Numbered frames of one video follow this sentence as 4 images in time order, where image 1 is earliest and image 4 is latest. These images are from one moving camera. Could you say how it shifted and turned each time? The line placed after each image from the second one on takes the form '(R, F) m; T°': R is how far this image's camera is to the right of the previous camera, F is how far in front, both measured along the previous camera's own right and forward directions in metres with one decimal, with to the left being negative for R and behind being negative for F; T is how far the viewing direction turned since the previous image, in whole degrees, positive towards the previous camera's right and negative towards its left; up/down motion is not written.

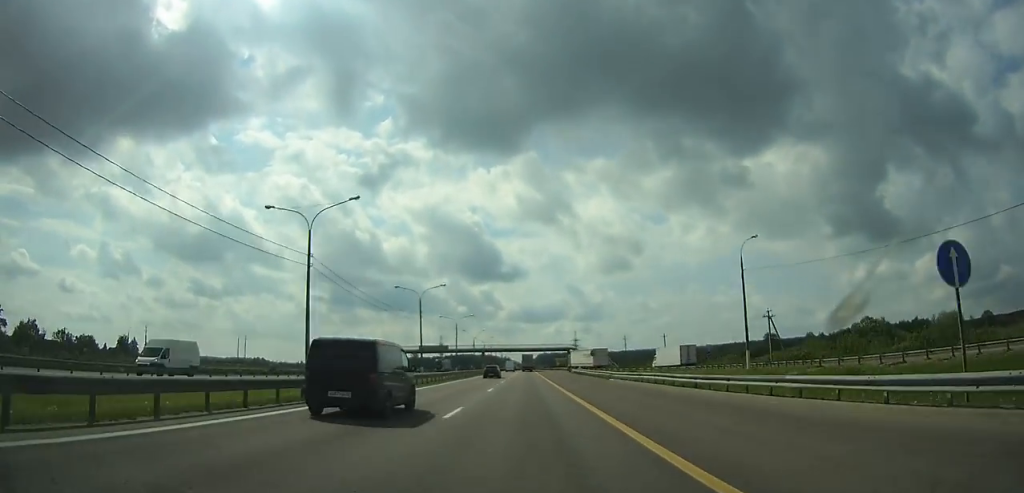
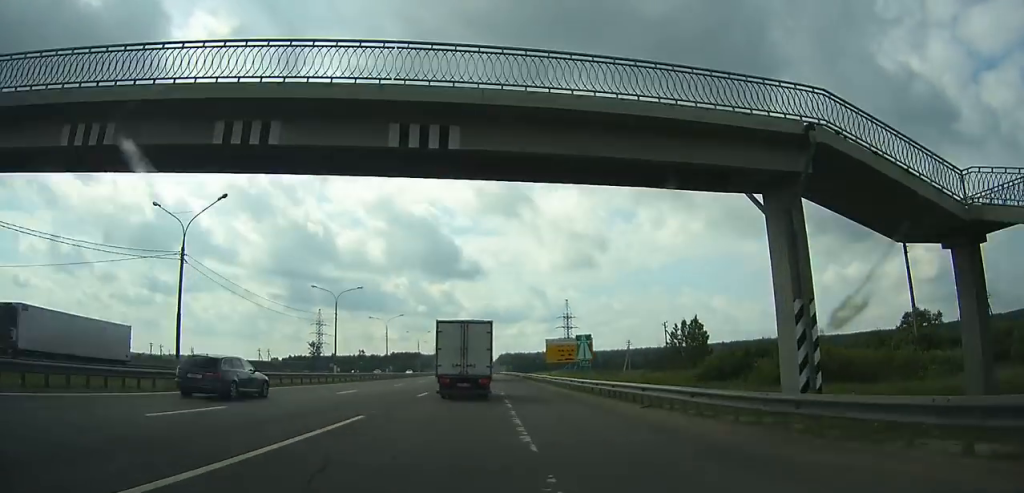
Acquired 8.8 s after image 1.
(+3.0, +155.1) m; +3°
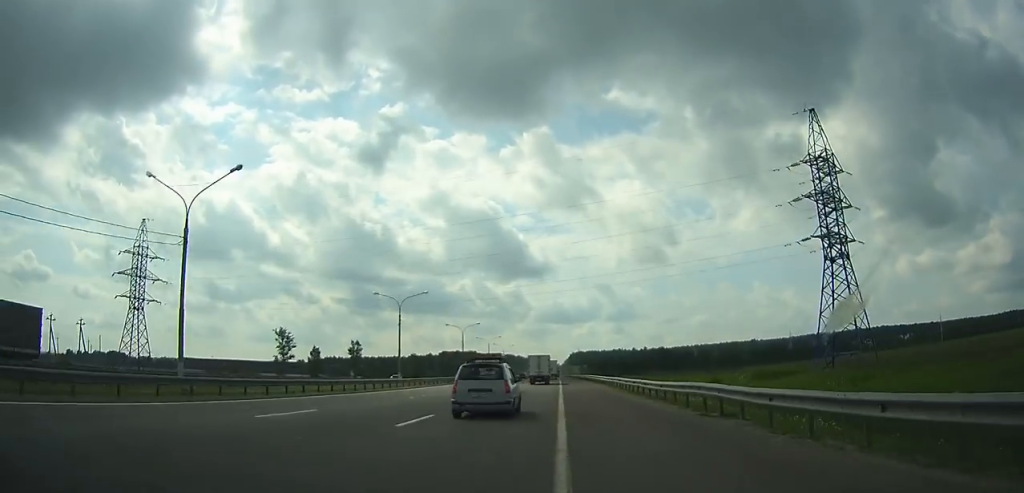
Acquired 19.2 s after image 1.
(-5.5, +135.6) m; -4°
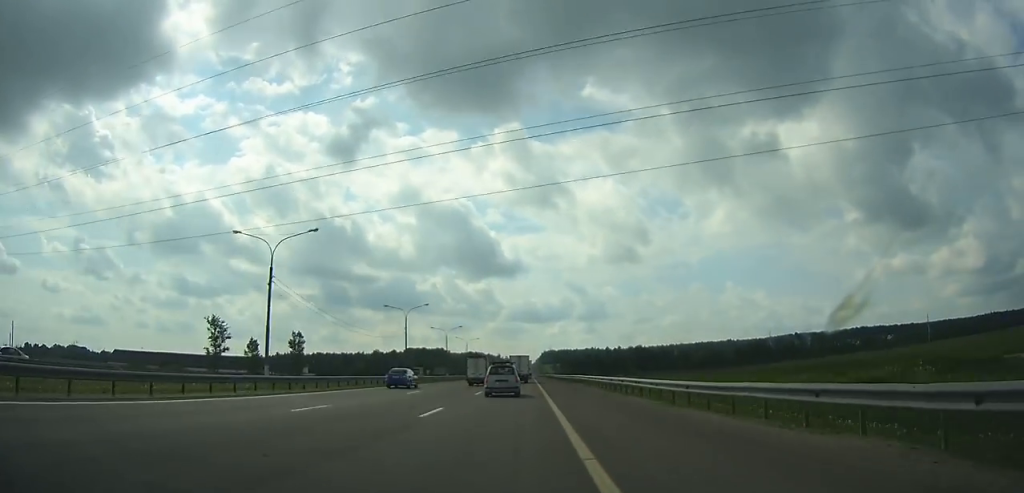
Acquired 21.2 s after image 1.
(-0.2, +28.6) m; 0°
